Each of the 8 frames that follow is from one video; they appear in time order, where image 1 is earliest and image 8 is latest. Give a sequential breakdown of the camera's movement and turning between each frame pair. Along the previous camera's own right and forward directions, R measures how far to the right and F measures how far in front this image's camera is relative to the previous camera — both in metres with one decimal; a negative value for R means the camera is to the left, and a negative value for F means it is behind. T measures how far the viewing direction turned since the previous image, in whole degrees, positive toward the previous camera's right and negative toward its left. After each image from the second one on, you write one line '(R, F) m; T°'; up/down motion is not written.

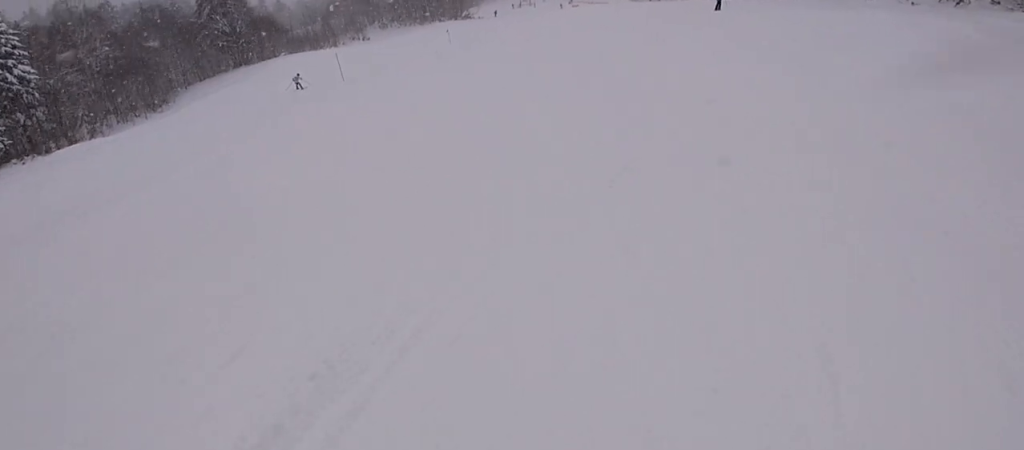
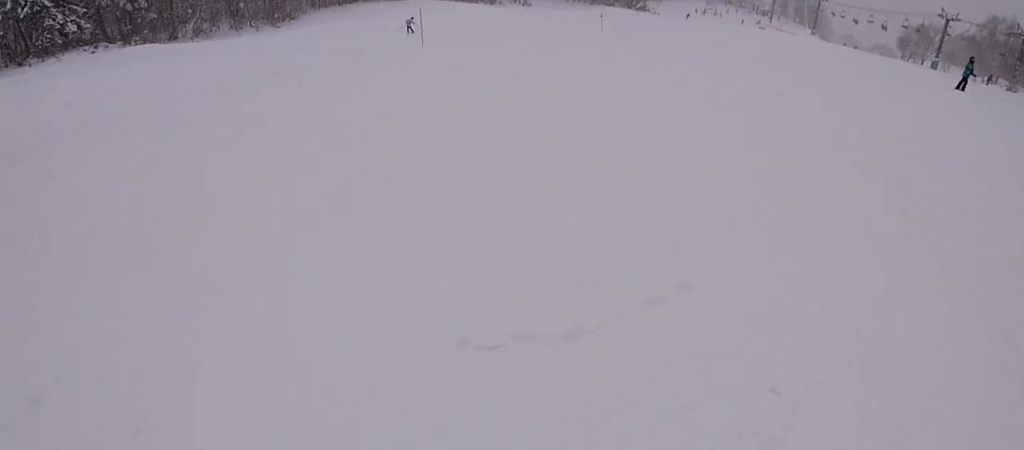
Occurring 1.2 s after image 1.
(+0.4, +9.5) m; +1°
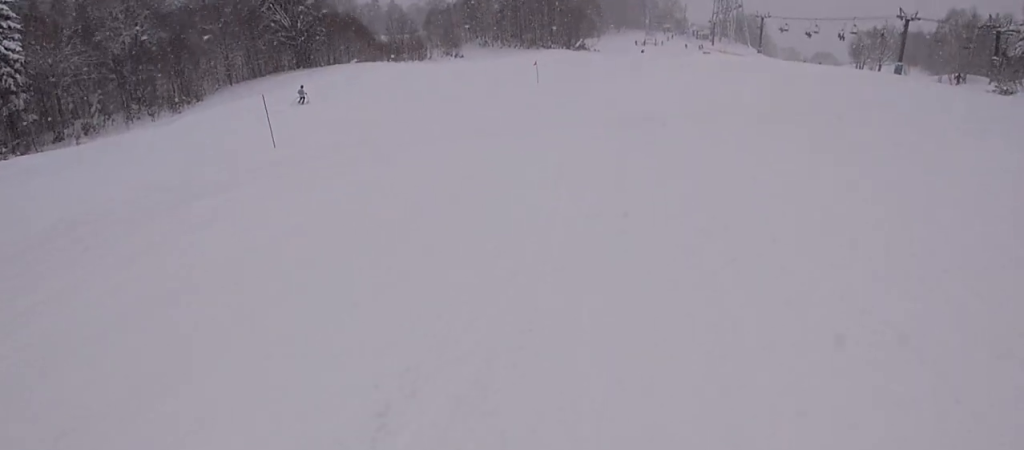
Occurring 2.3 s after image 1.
(-0.2, +9.0) m; 0°
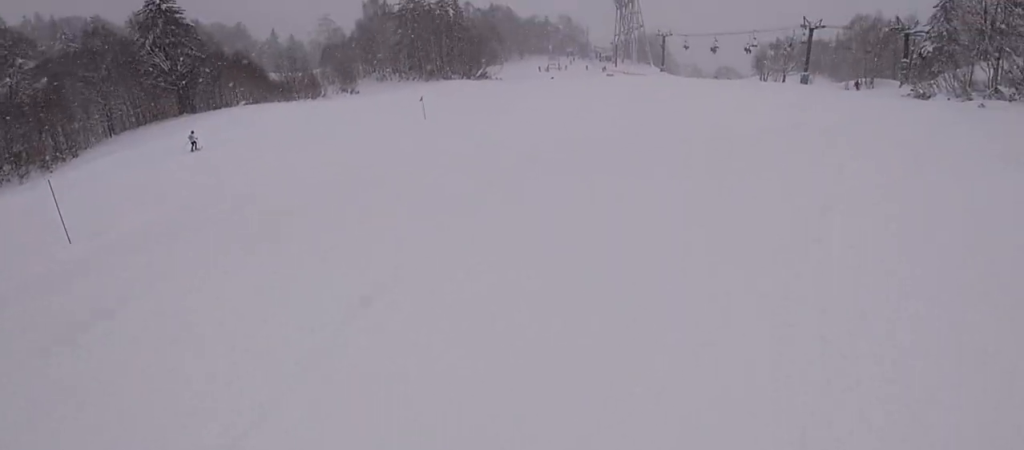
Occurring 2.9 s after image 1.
(-0.2, +4.7) m; +1°
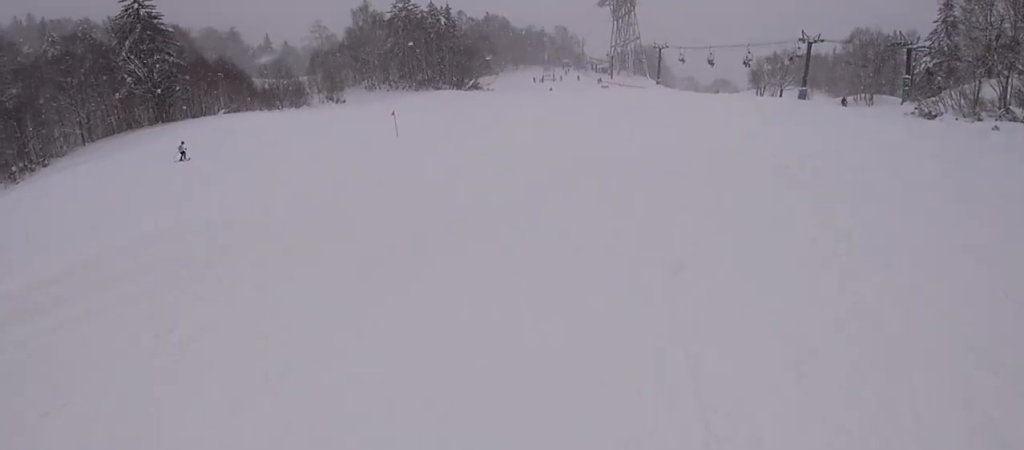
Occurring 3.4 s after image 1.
(+0.3, +3.4) m; 0°
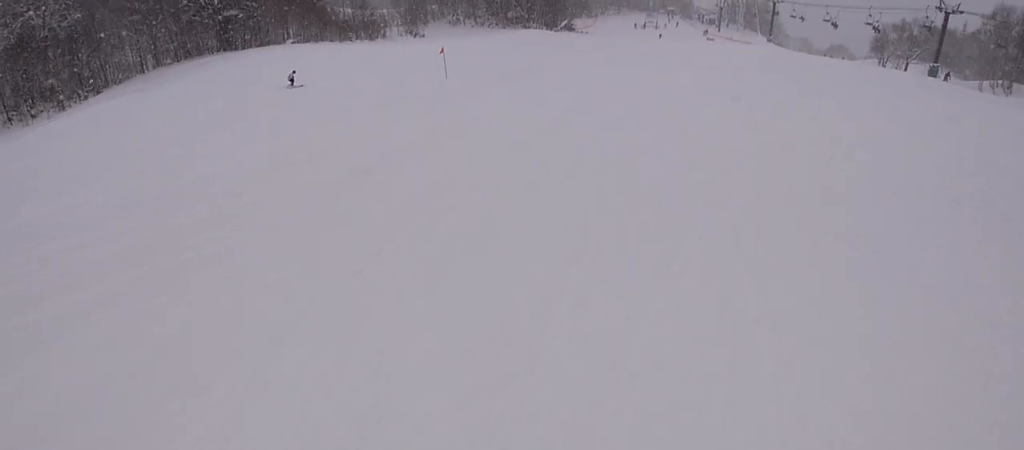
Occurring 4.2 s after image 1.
(+0.1, +6.4) m; -1°
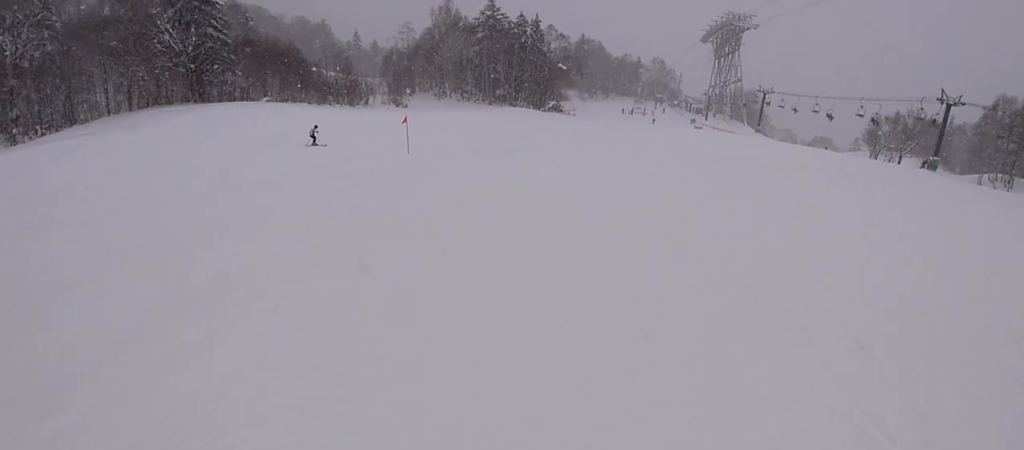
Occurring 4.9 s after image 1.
(-0.4, +5.1) m; -2°
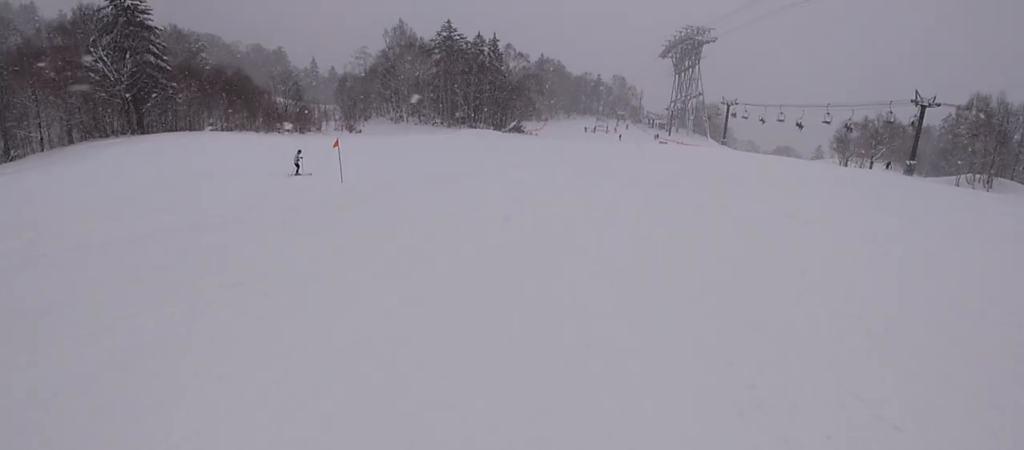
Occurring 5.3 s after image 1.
(+0.2, +3.6) m; +1°
